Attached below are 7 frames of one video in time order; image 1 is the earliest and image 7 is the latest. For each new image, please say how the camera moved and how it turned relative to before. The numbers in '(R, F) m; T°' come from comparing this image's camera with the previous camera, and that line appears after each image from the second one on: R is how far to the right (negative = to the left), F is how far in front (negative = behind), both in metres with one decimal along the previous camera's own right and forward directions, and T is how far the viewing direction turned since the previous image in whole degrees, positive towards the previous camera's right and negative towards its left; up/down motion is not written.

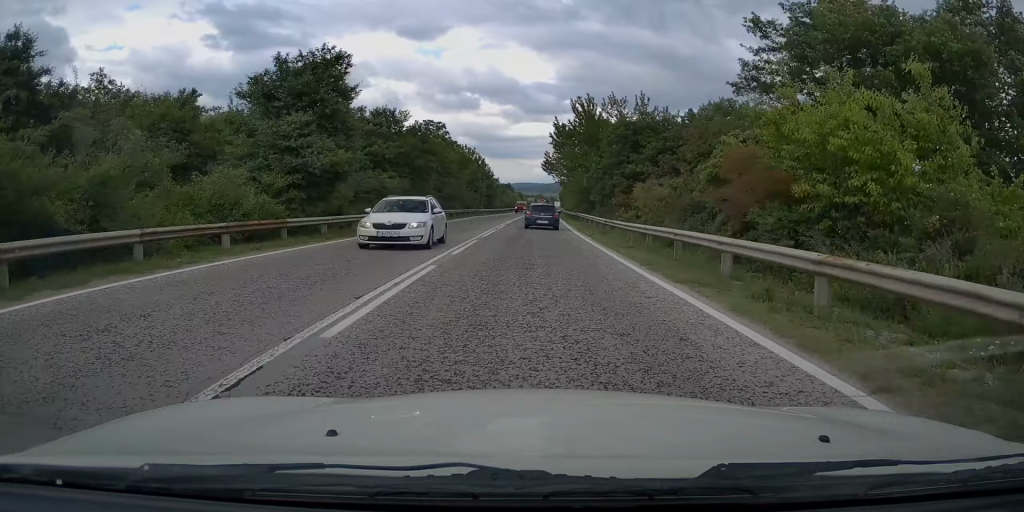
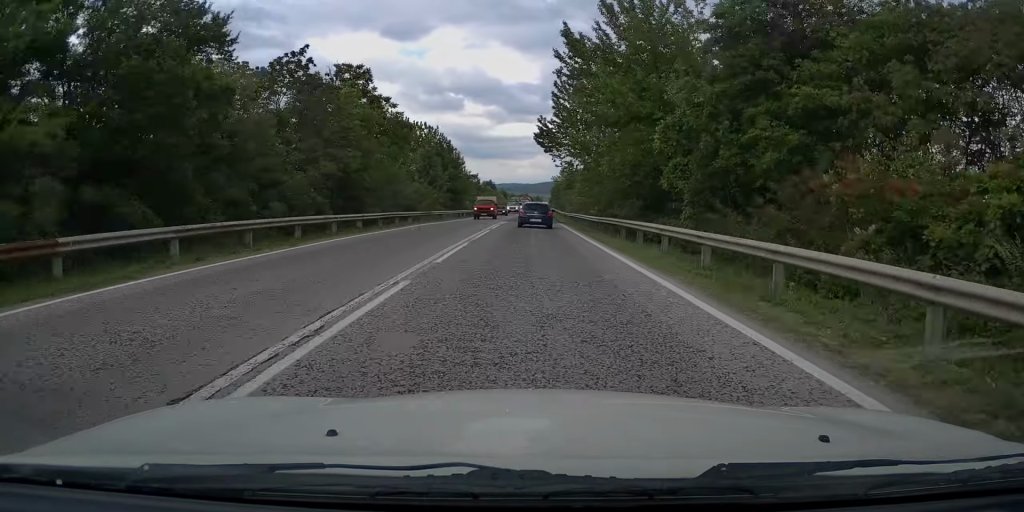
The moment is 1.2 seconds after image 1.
(+0.4, +29.1) m; +1°
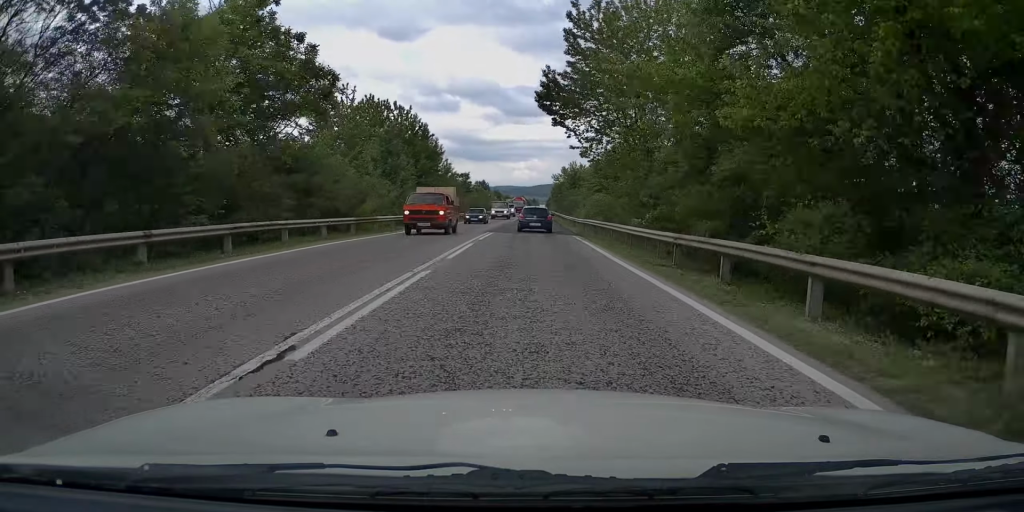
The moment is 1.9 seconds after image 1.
(+0.1, +16.5) m; 0°
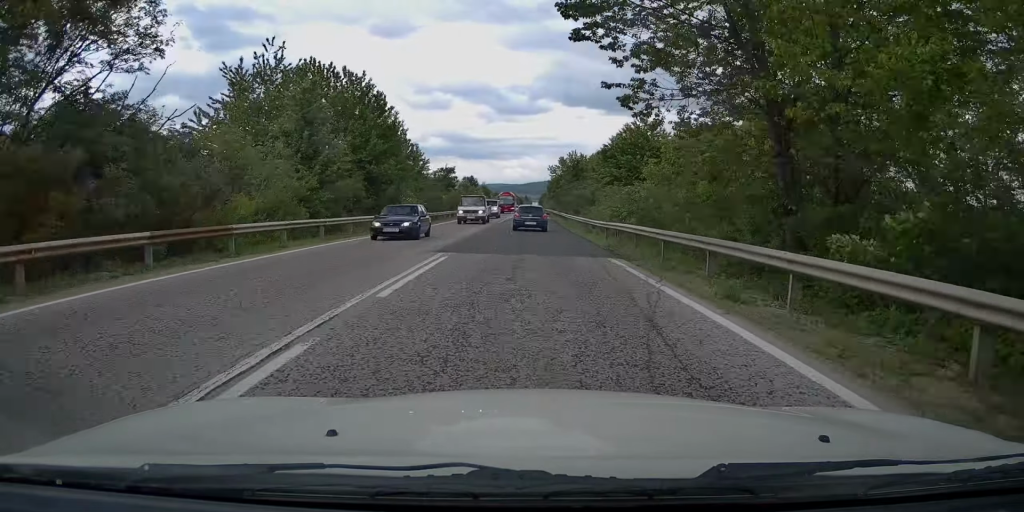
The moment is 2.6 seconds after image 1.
(0.0, +14.8) m; 0°
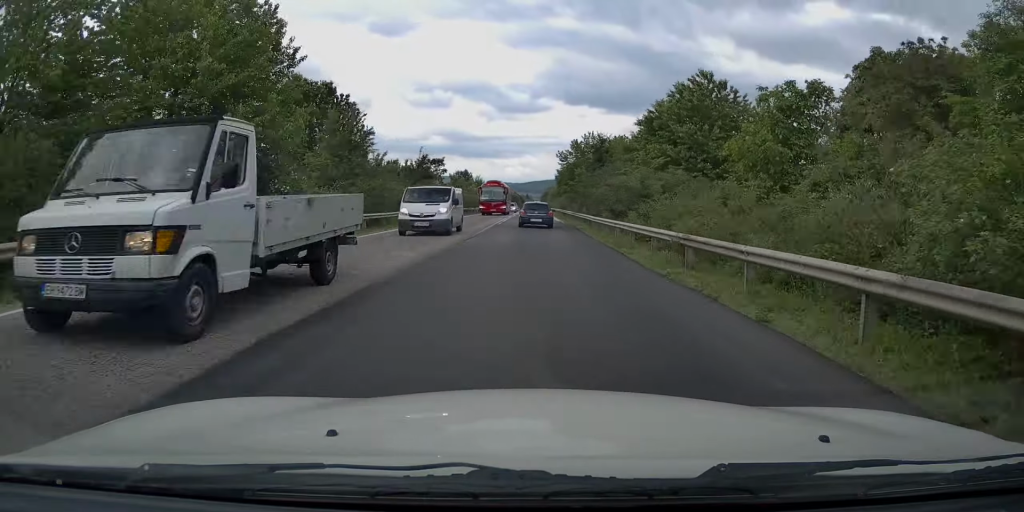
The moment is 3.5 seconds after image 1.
(0.0, +21.0) m; 0°
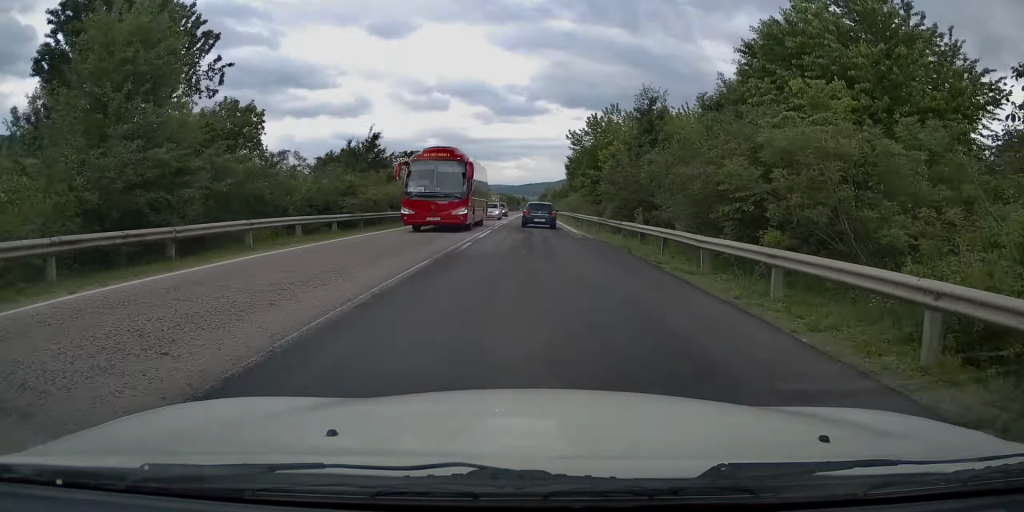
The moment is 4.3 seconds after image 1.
(0.0, +20.1) m; 0°
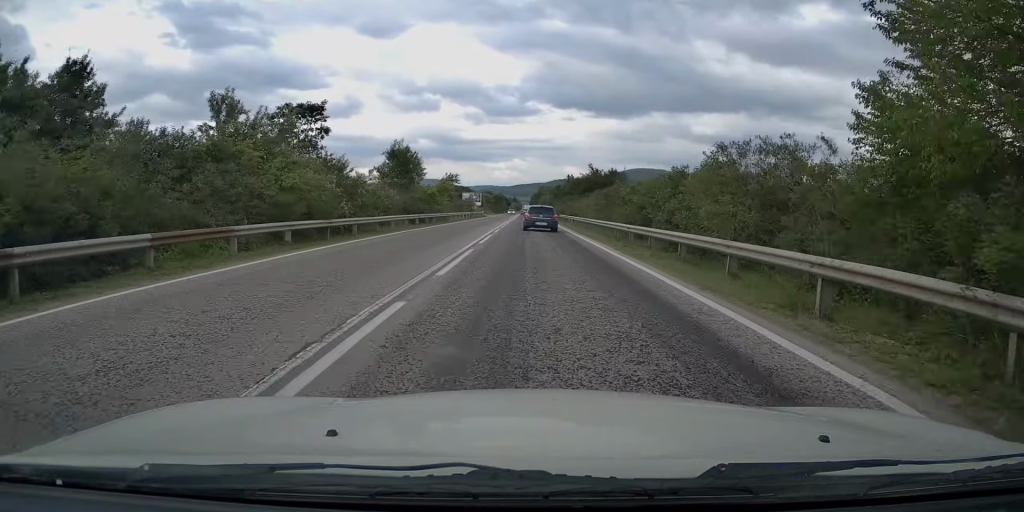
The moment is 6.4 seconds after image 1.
(+0.5, +46.9) m; +1°
